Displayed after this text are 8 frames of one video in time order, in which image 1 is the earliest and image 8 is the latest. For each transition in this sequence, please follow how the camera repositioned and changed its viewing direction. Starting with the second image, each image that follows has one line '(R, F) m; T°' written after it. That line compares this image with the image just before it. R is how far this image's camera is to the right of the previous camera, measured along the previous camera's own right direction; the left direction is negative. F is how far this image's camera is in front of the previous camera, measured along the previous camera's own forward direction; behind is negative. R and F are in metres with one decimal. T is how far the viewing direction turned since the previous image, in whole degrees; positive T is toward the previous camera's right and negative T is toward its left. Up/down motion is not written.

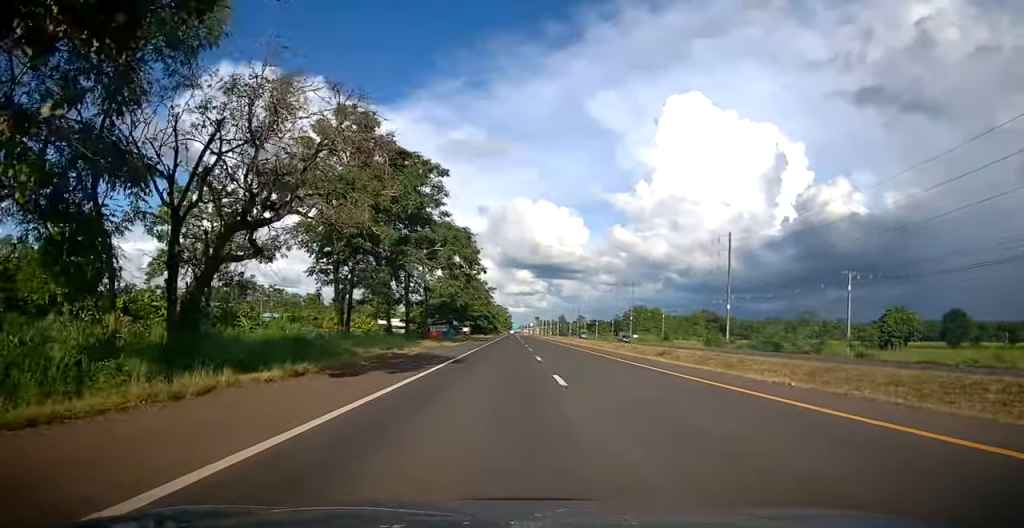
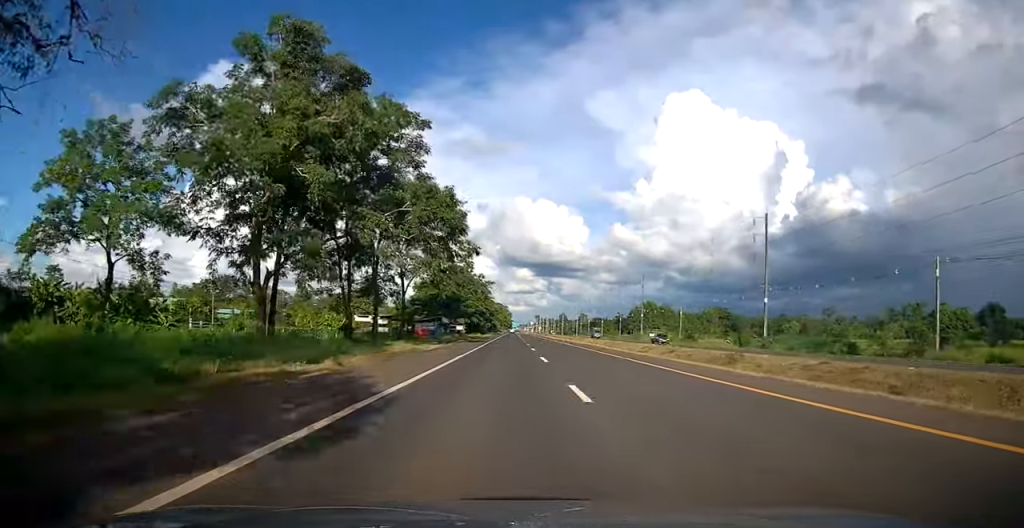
(0.0, +14.9) m; 0°
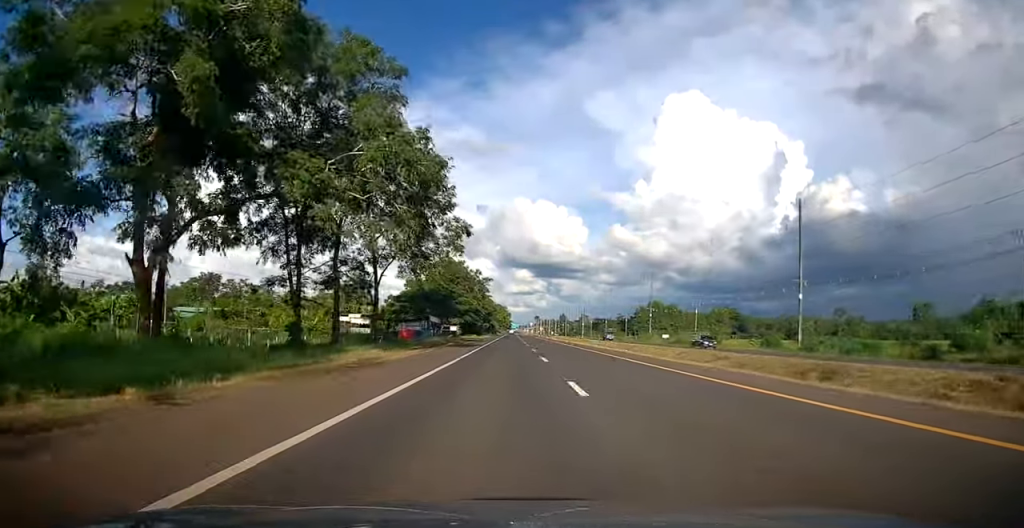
(0.0, +10.8) m; 0°
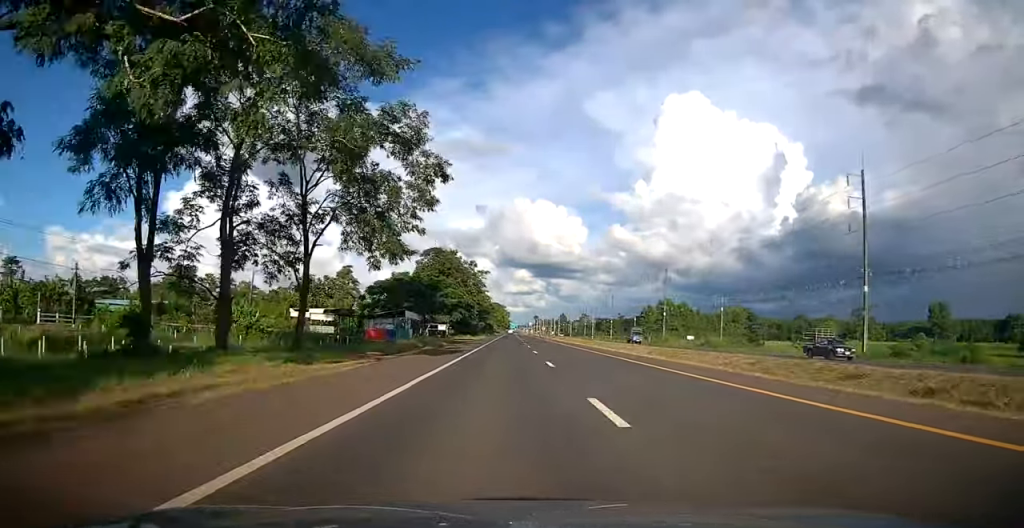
(0.0, +14.9) m; 0°
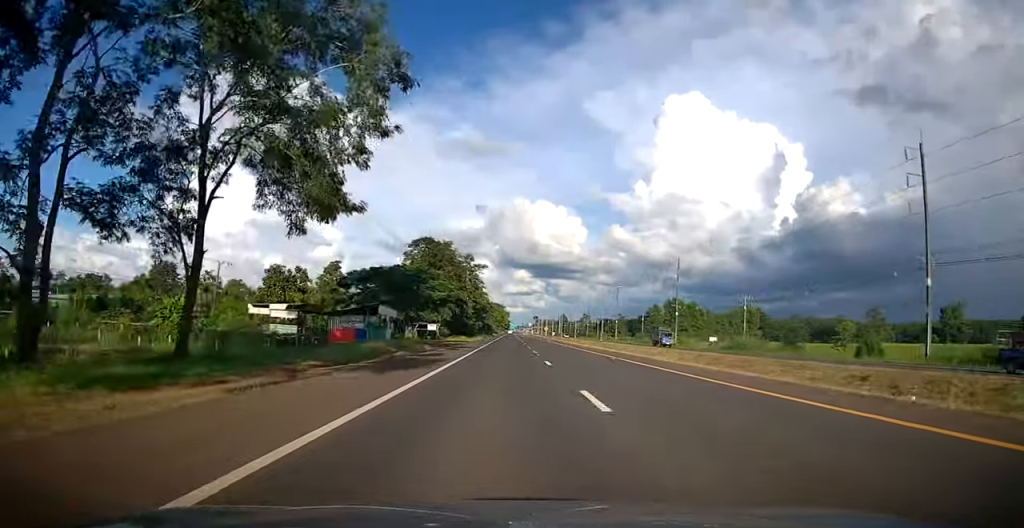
(0.0, +11.2) m; 0°
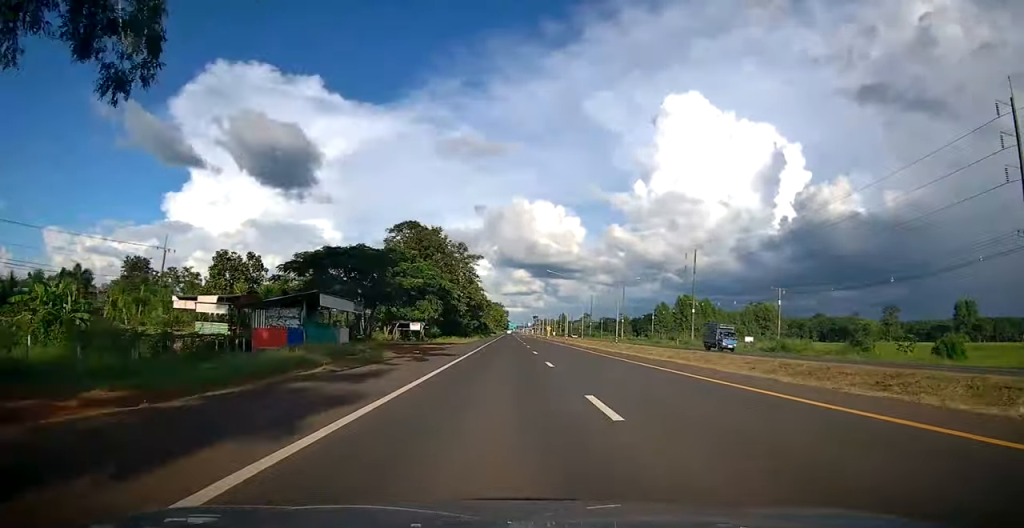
(0.0, +13.8) m; 0°
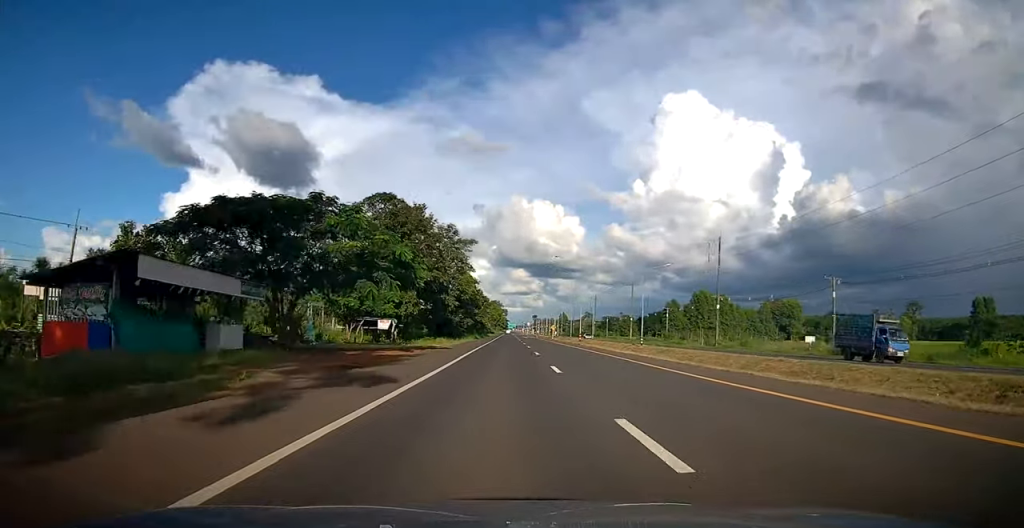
(0.0, +15.0) m; 0°
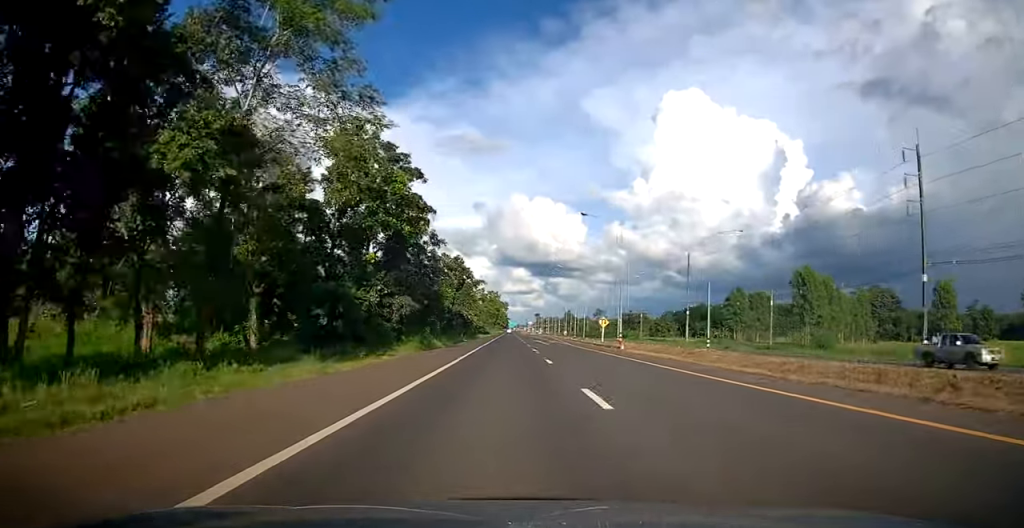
(-0.1, +55.3) m; -1°
